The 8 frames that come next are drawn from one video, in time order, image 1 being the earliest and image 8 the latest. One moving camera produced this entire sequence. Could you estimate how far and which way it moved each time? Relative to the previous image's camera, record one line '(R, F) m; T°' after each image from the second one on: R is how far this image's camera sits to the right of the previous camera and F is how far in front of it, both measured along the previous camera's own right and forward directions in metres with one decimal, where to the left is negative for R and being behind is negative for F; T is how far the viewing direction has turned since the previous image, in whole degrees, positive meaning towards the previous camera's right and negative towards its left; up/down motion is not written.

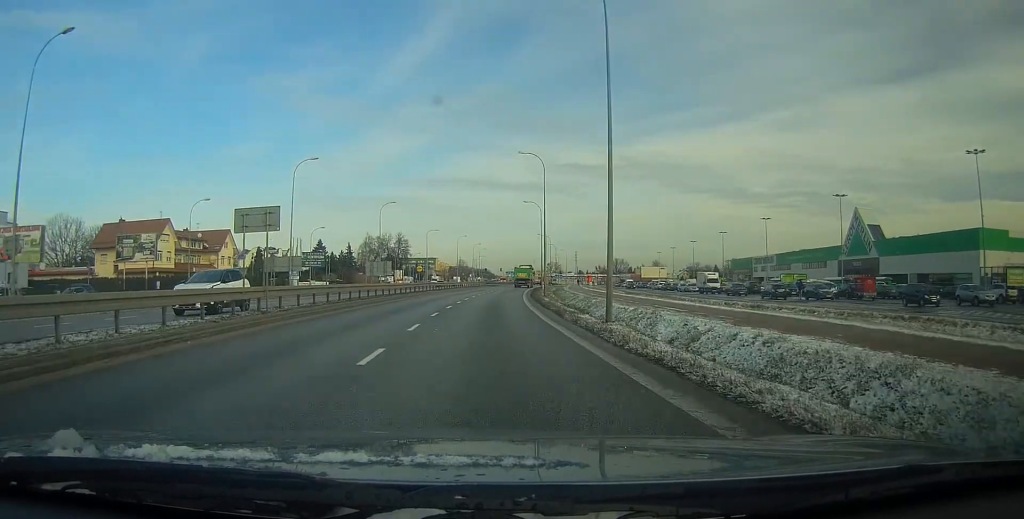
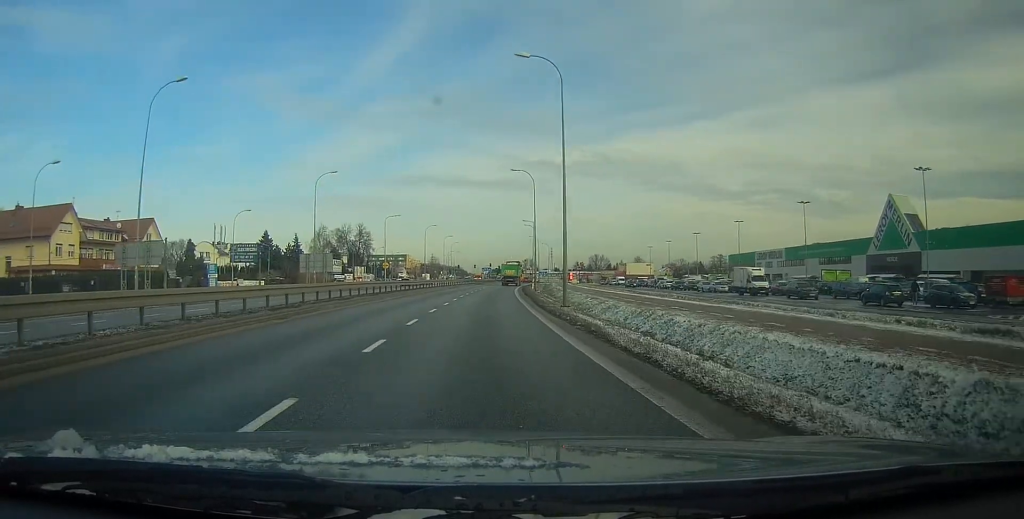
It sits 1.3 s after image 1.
(+0.5, +22.5) m; +3°
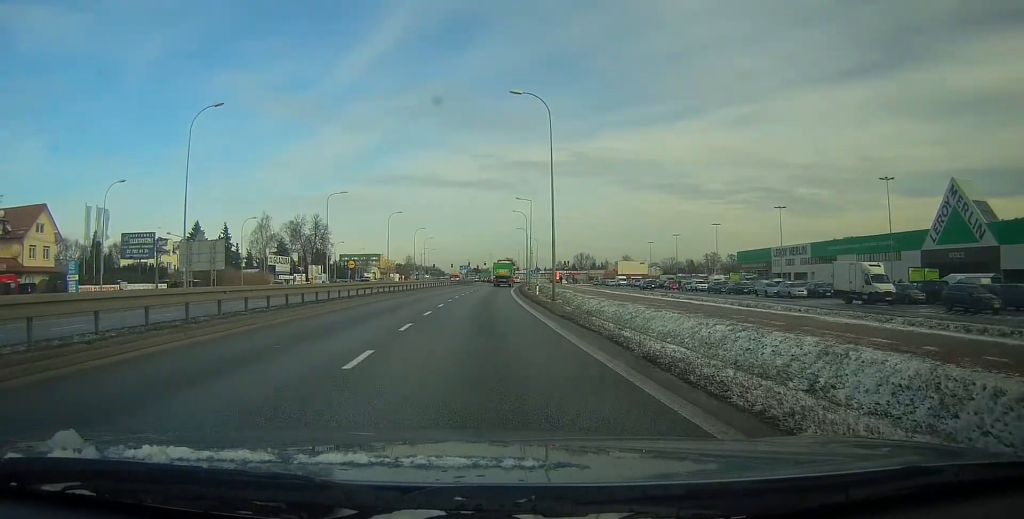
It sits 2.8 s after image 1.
(+0.5, +25.7) m; +2°
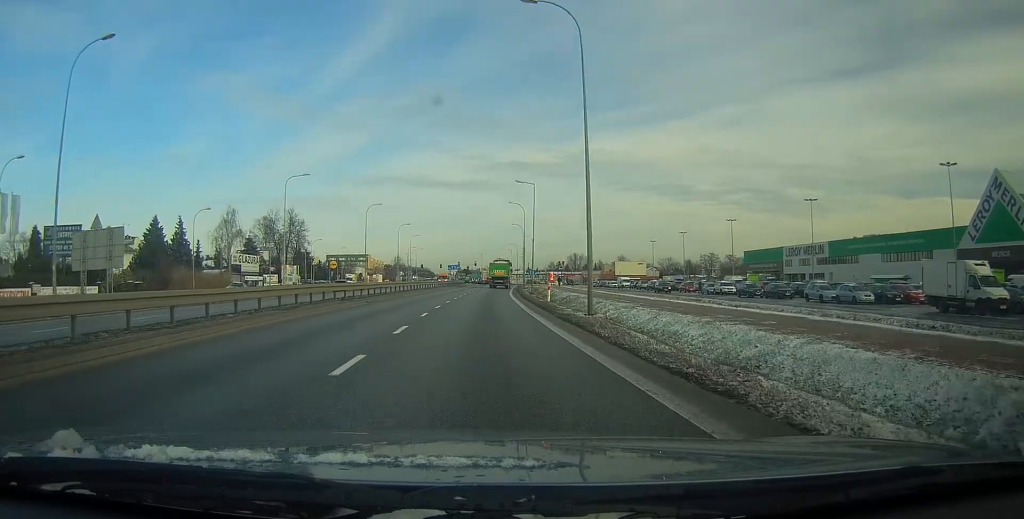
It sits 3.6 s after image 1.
(+0.1, +12.9) m; +1°
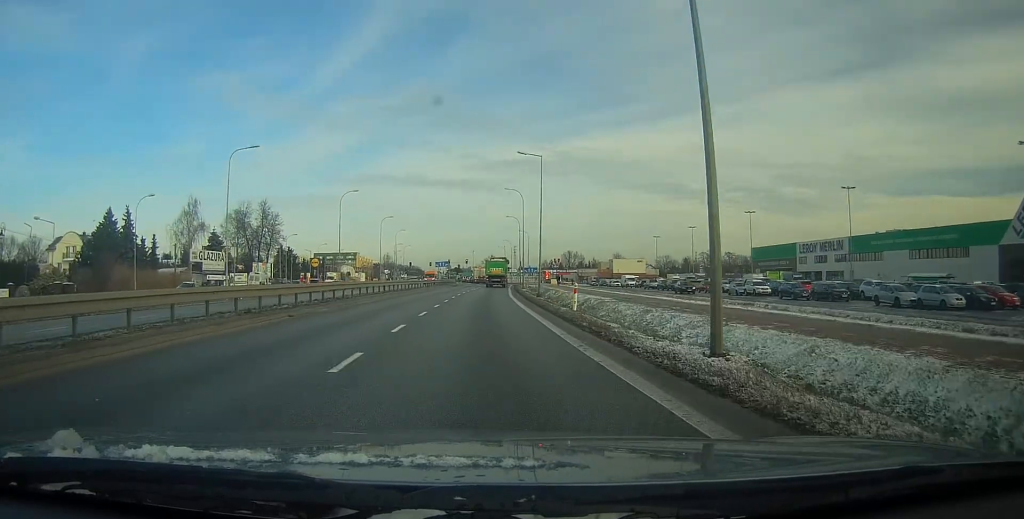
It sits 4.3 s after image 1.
(0.0, +12.1) m; +1°
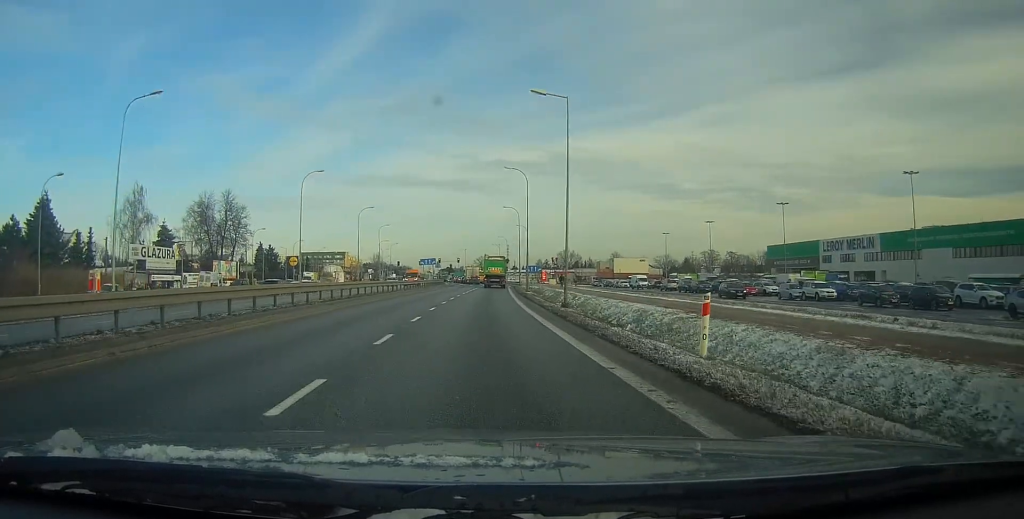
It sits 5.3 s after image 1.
(+0.1, +14.7) m; +1°
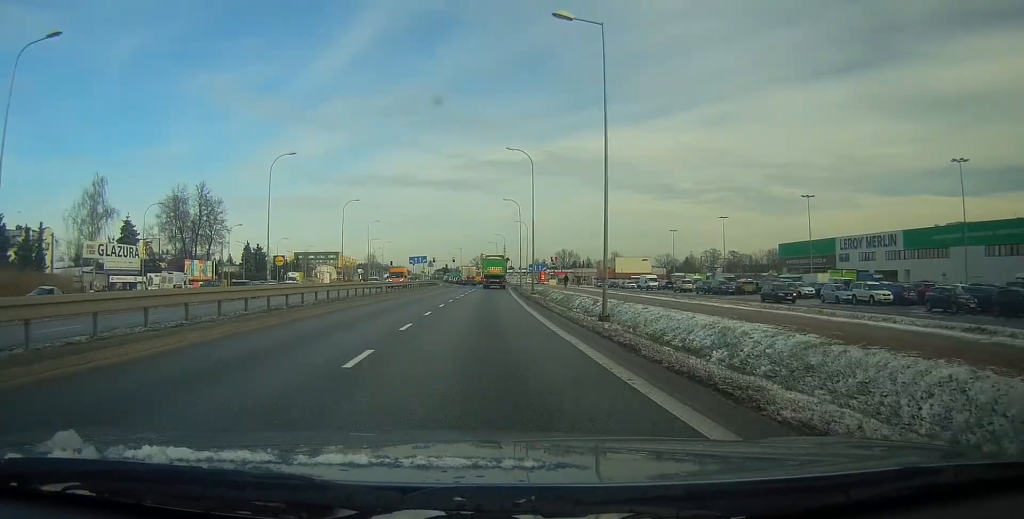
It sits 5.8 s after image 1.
(+0.1, +8.9) m; 0°
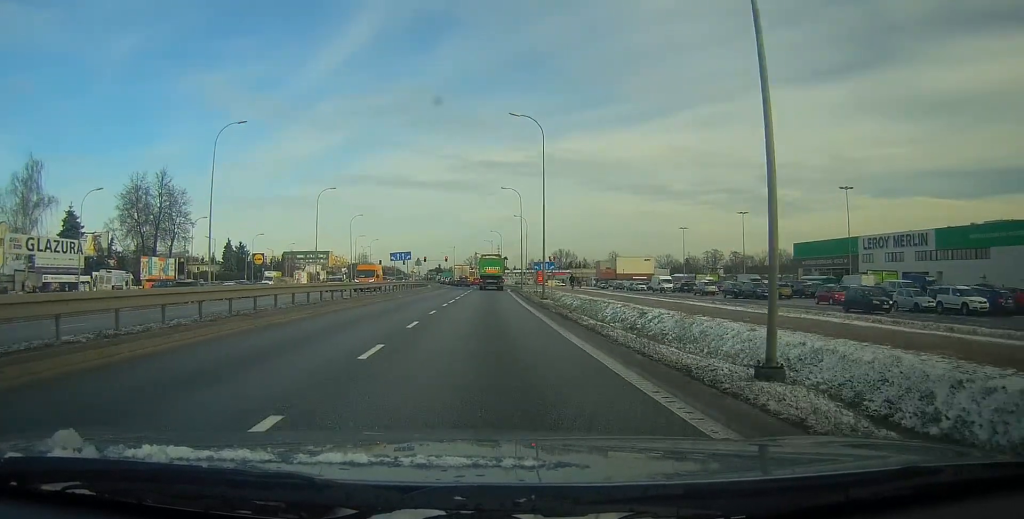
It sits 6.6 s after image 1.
(+0.1, +11.2) m; +1°
